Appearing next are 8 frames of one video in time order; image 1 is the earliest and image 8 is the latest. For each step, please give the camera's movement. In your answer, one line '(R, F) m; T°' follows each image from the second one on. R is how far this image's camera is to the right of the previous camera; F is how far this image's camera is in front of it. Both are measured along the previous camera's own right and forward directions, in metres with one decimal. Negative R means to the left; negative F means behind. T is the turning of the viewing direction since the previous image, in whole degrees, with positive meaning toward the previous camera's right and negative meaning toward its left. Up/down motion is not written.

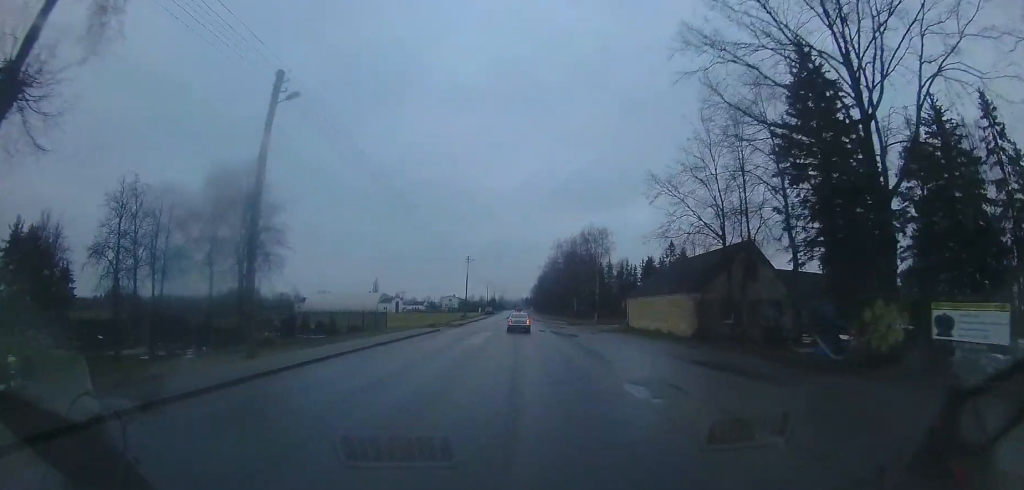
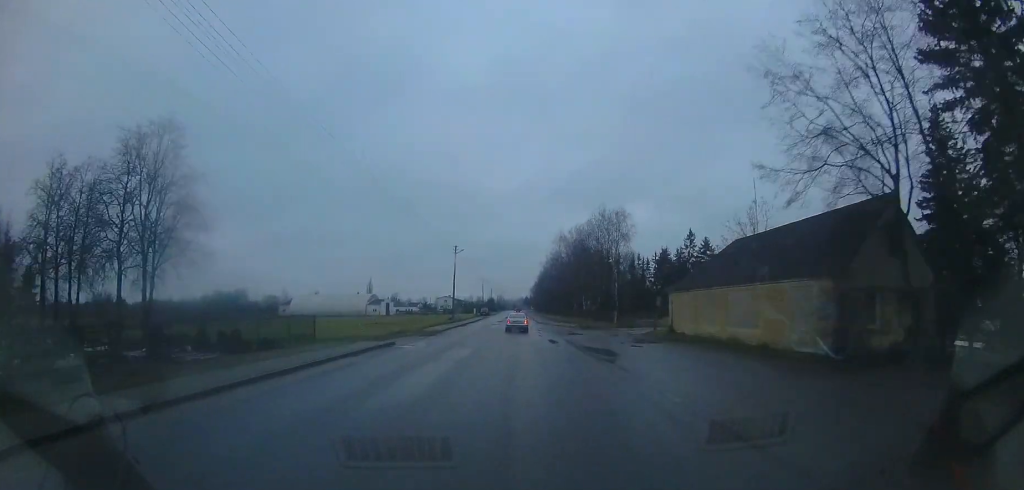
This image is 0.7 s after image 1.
(0.0, +9.5) m; +1°
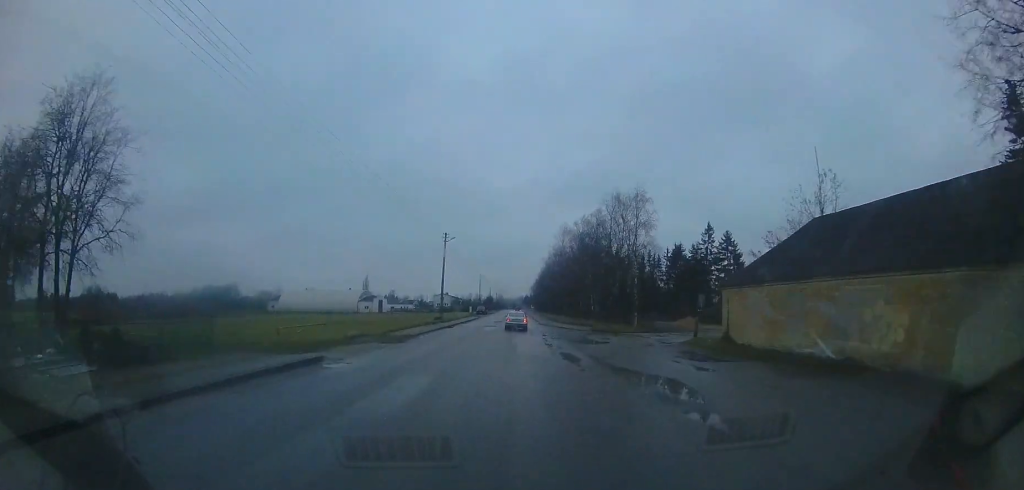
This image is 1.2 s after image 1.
(+0.1, +6.4) m; -1°
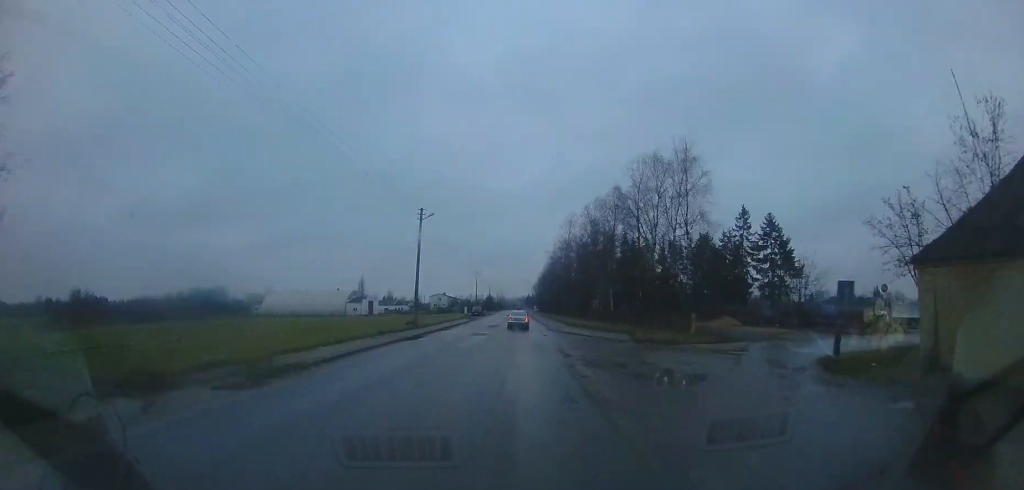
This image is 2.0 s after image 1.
(0.0, +9.8) m; -1°
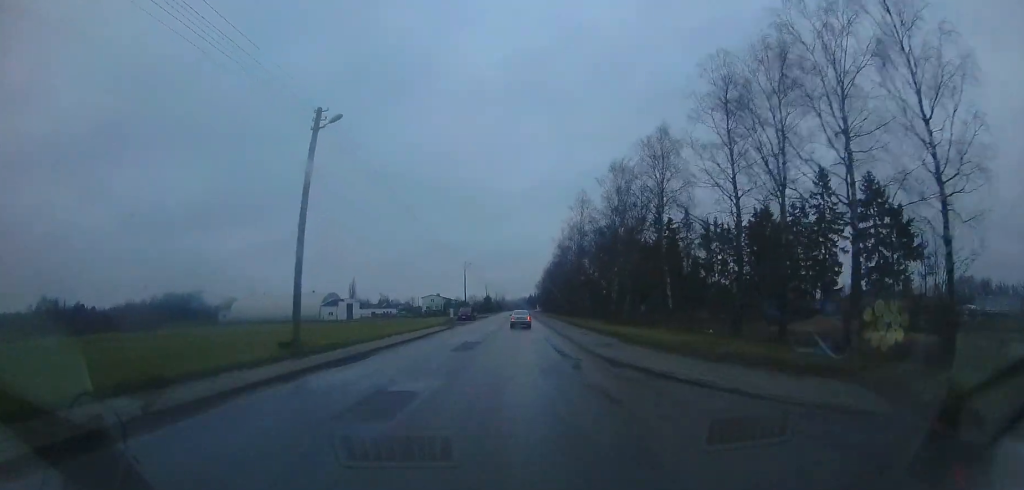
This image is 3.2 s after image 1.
(-0.3, +15.6) m; +1°
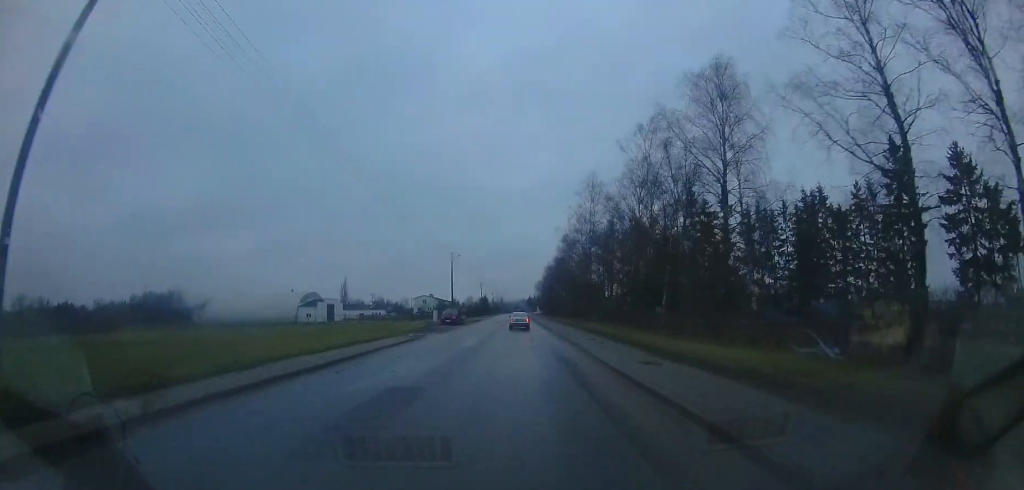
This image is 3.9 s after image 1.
(+0.2, +9.8) m; +2°
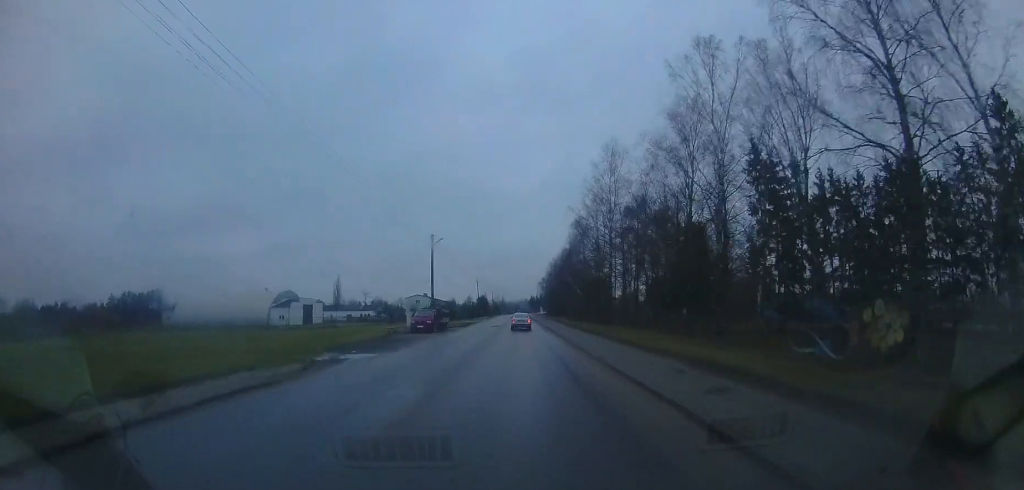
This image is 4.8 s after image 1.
(+0.2, +11.3) m; -1°
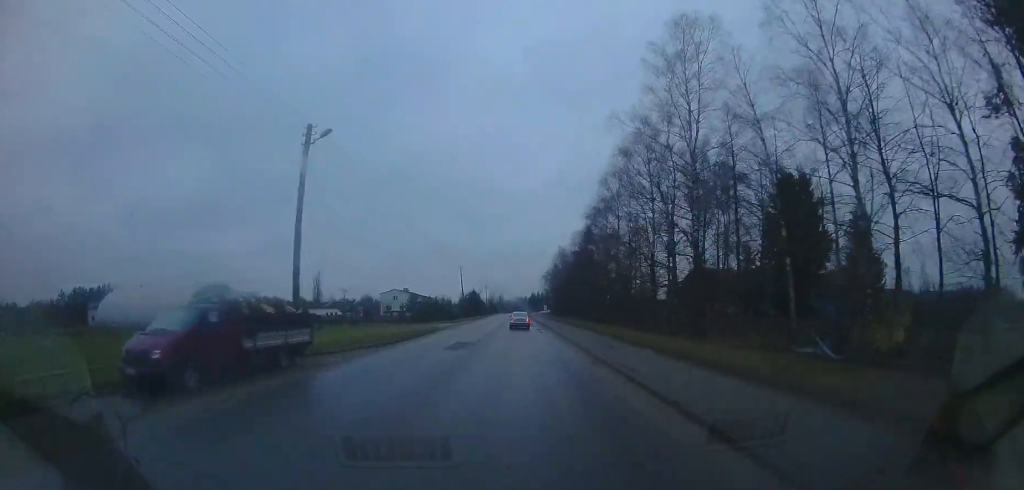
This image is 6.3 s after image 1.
(-0.2, +21.7) m; 0°
